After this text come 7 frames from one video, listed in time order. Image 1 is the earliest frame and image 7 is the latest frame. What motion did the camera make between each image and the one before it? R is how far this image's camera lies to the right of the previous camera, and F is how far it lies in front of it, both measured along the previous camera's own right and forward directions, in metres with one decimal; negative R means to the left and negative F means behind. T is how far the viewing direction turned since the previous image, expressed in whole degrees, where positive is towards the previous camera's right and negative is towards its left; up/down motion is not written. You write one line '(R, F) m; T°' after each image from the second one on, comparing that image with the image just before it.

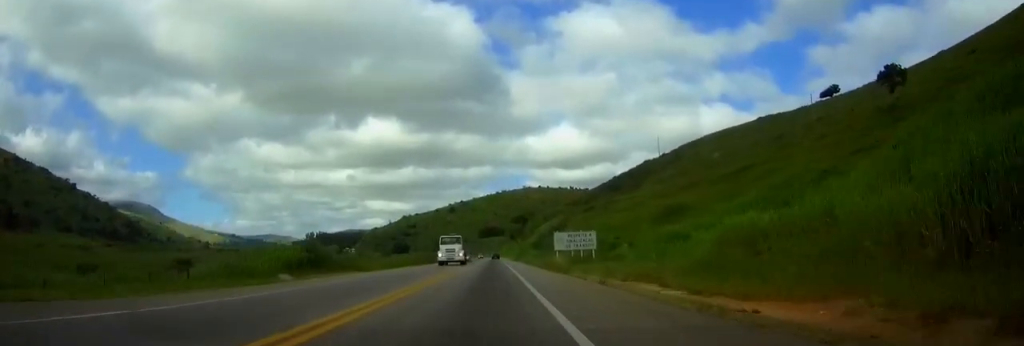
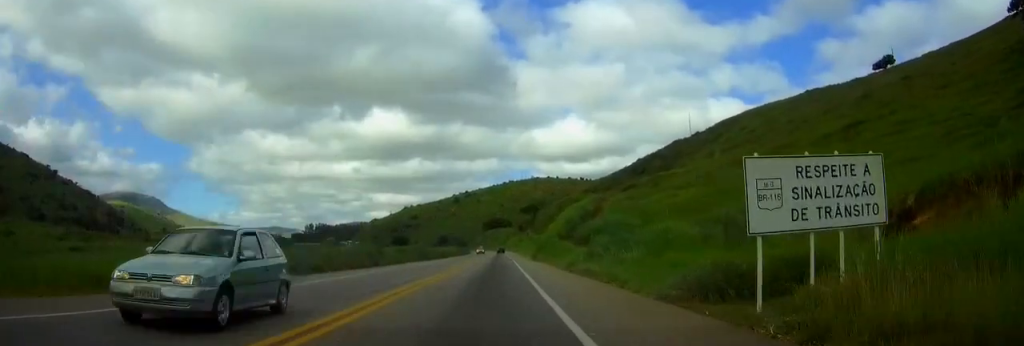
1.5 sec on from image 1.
(-0.3, +43.1) m; -1°
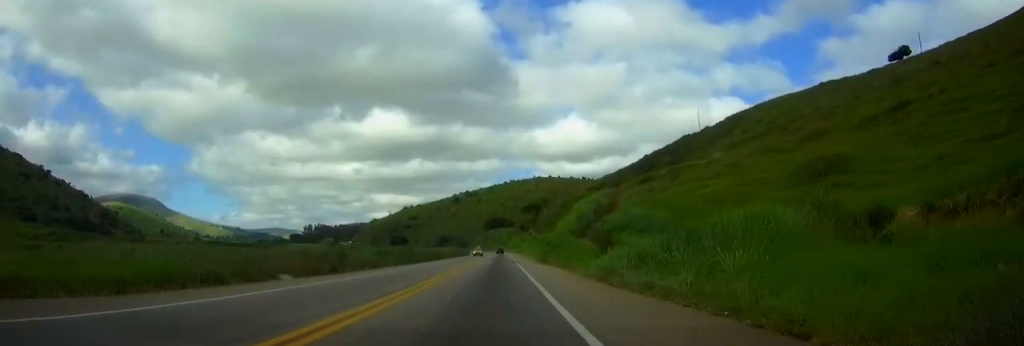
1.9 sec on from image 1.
(-0.1, +12.3) m; 0°
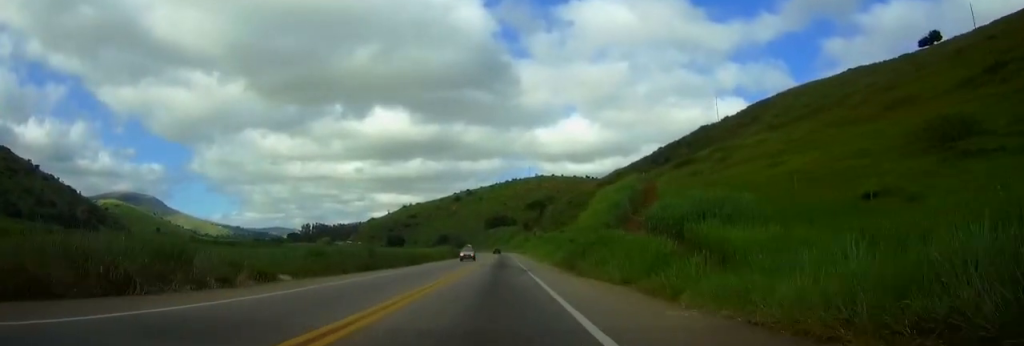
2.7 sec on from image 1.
(0.0, +20.5) m; 0°
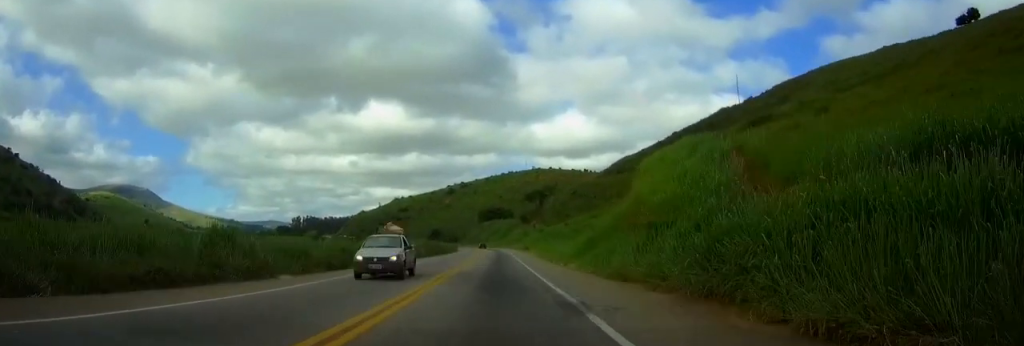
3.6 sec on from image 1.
(+0.1, +26.1) m; 0°
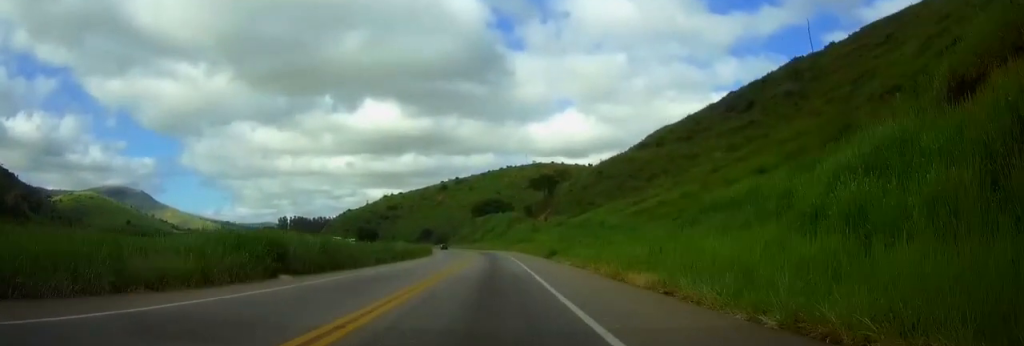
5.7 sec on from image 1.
(+0.3, +59.0) m; 0°
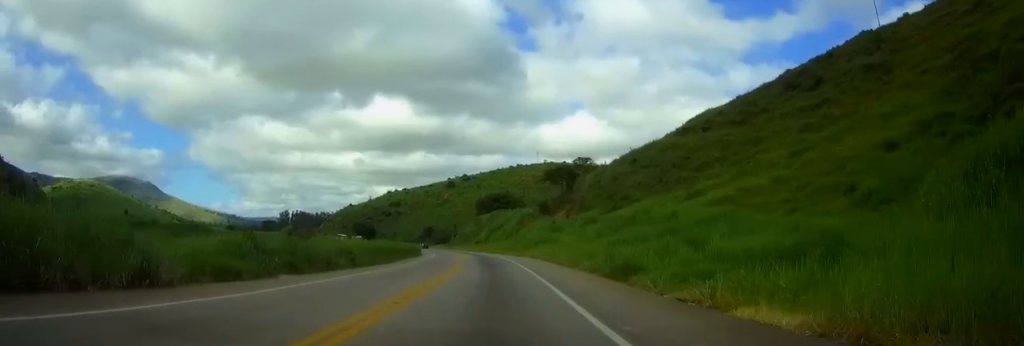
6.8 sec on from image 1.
(-0.2, +28.8) m; -1°
